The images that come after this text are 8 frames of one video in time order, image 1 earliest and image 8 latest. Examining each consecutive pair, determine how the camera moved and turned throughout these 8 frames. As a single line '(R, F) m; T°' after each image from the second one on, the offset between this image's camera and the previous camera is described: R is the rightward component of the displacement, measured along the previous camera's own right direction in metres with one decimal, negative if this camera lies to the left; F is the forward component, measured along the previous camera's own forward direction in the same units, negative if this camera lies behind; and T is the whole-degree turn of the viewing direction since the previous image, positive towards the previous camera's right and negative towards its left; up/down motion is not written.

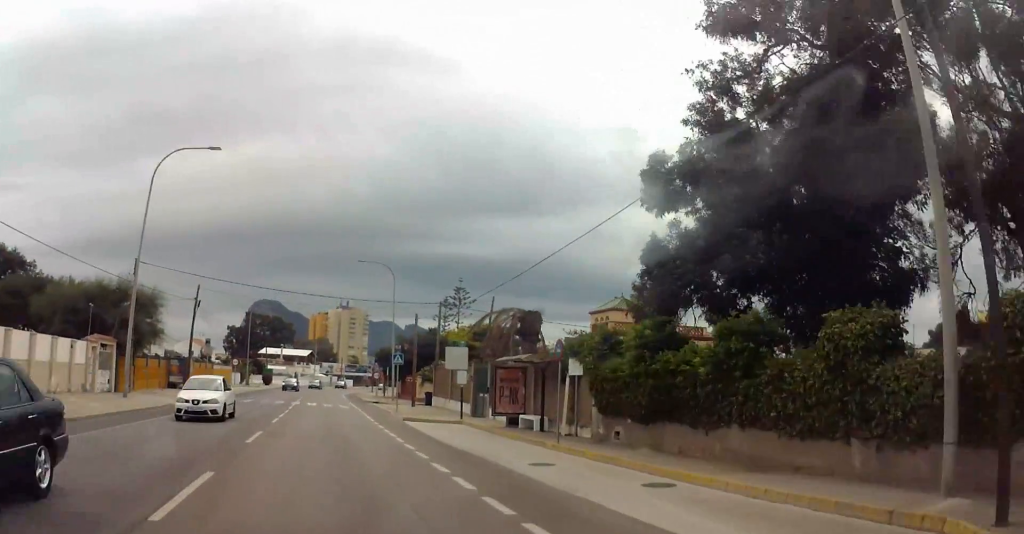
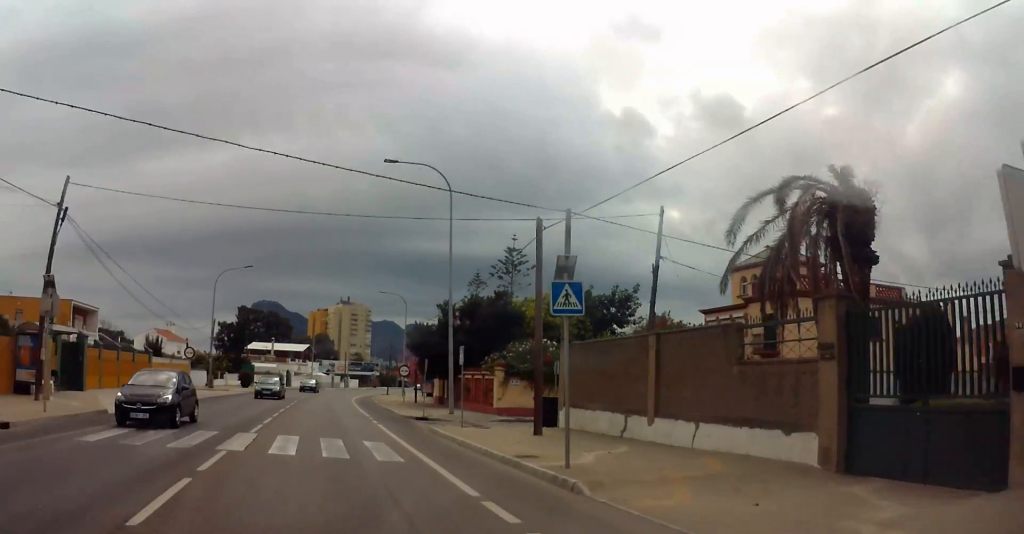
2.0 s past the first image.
(+0.4, +27.0) m; +5°
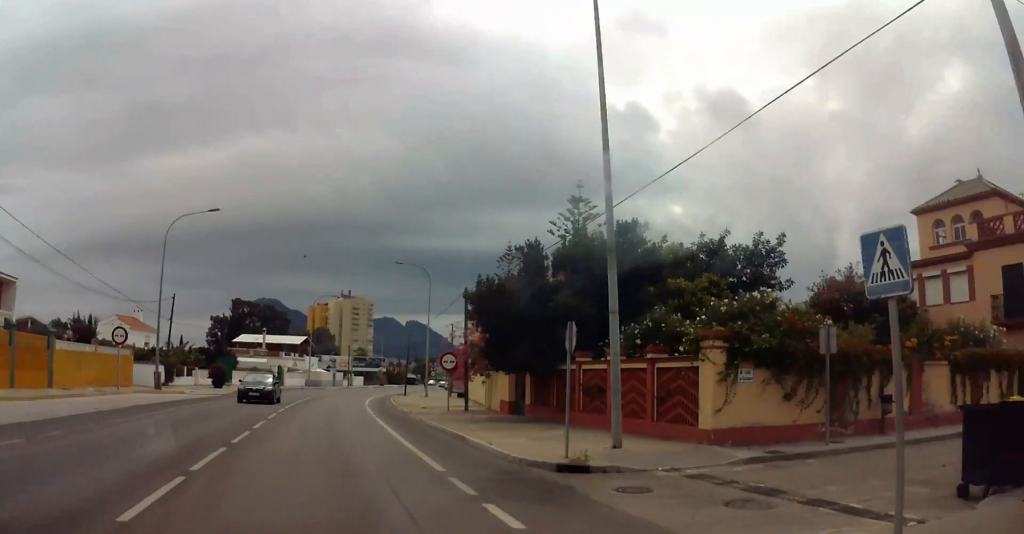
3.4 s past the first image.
(+0.6, +18.2) m; 0°
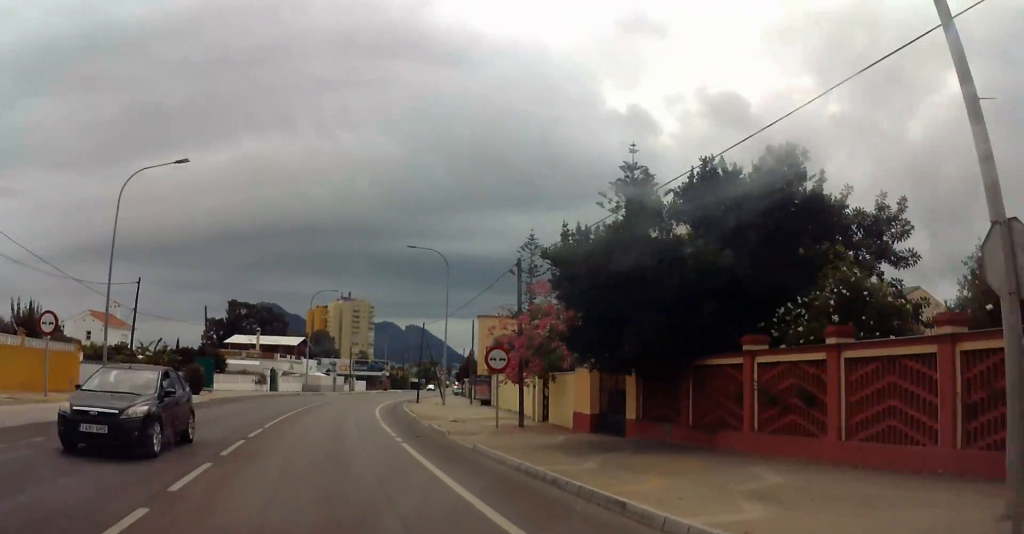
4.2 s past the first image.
(-0.3, +9.3) m; -2°
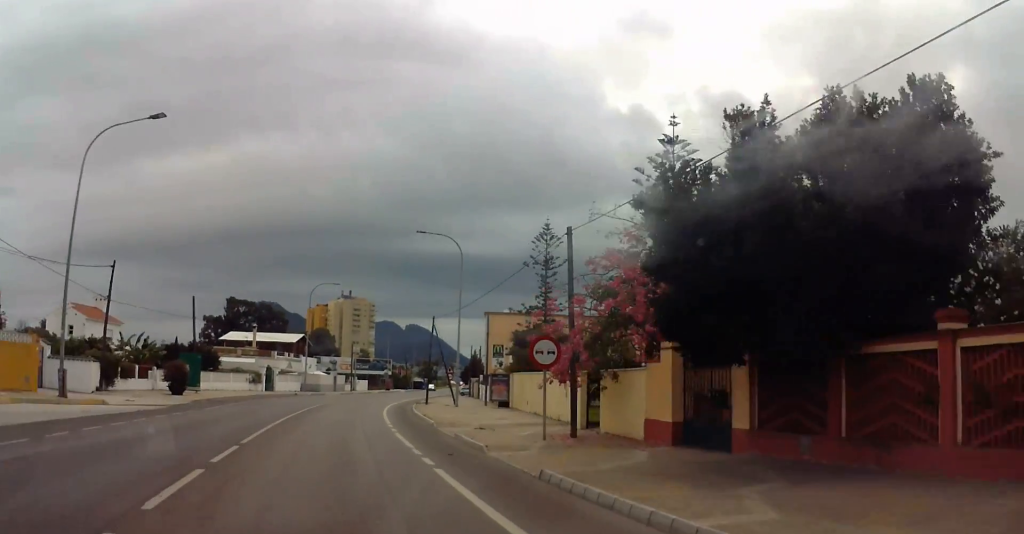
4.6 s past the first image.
(0.0, +5.2) m; +1°
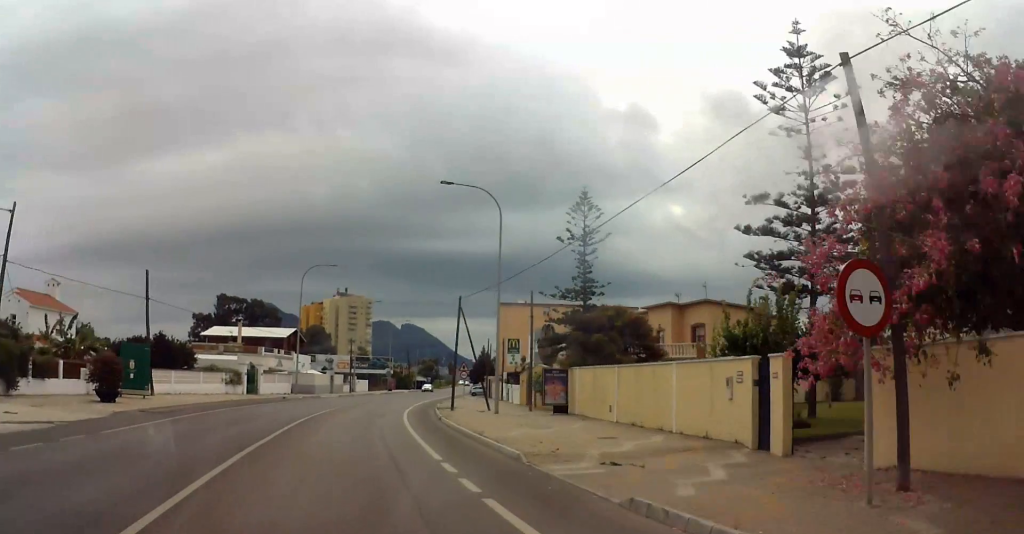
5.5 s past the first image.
(+0.1, +12.4) m; +2°
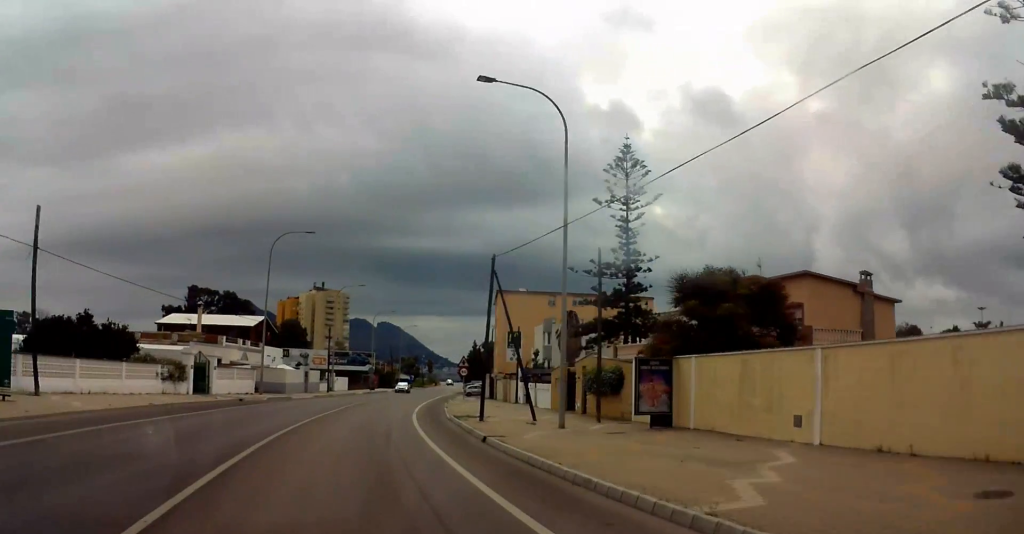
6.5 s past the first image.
(+0.4, +13.0) m; +4°
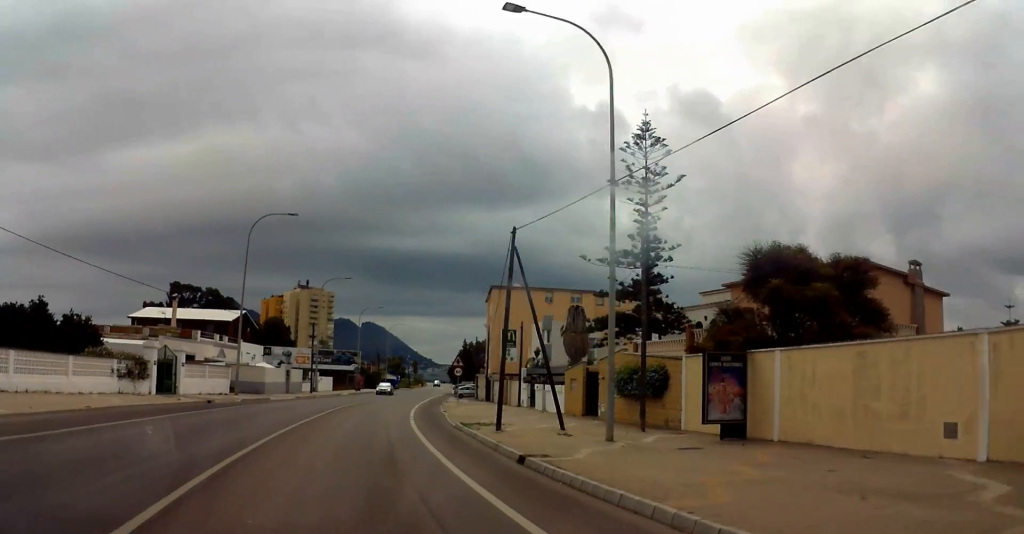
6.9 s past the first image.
(+0.2, +5.2) m; +1°
